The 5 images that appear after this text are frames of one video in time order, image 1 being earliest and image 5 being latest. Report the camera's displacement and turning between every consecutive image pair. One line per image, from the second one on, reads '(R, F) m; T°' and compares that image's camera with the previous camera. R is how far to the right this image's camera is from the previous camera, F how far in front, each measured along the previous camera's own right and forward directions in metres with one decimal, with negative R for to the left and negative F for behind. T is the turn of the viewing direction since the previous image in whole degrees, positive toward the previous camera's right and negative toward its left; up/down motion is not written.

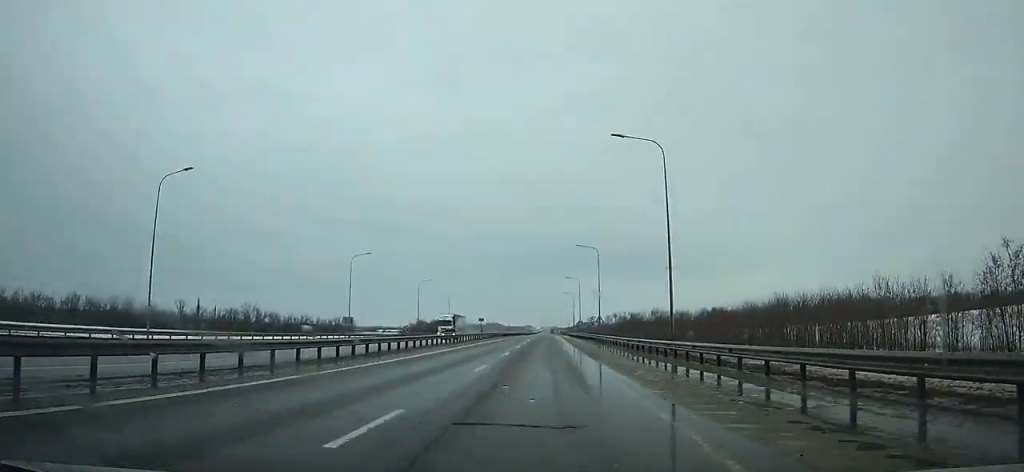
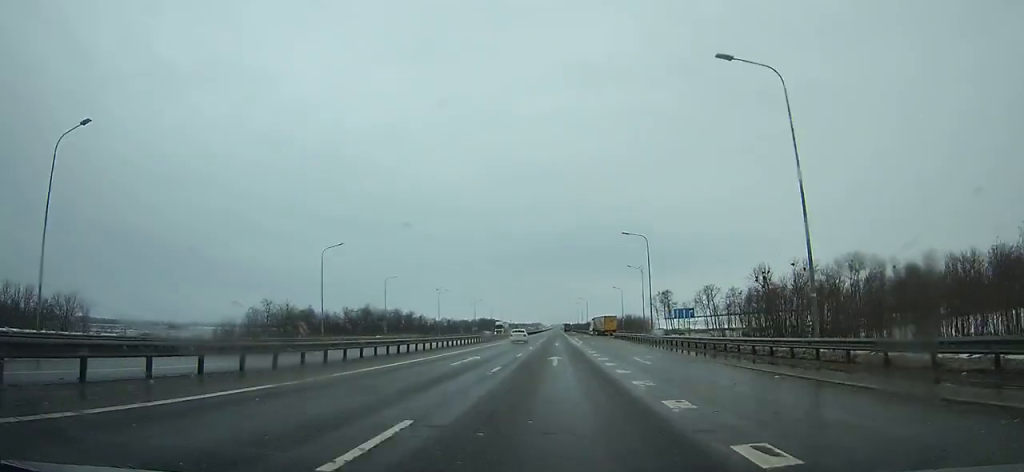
(-1.1, +220.1) m; 0°
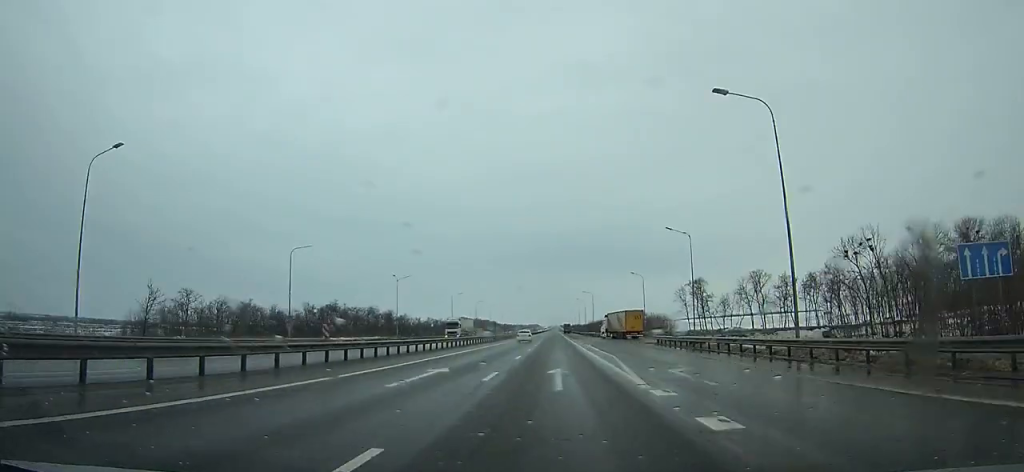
(+0.1, +39.0) m; 0°
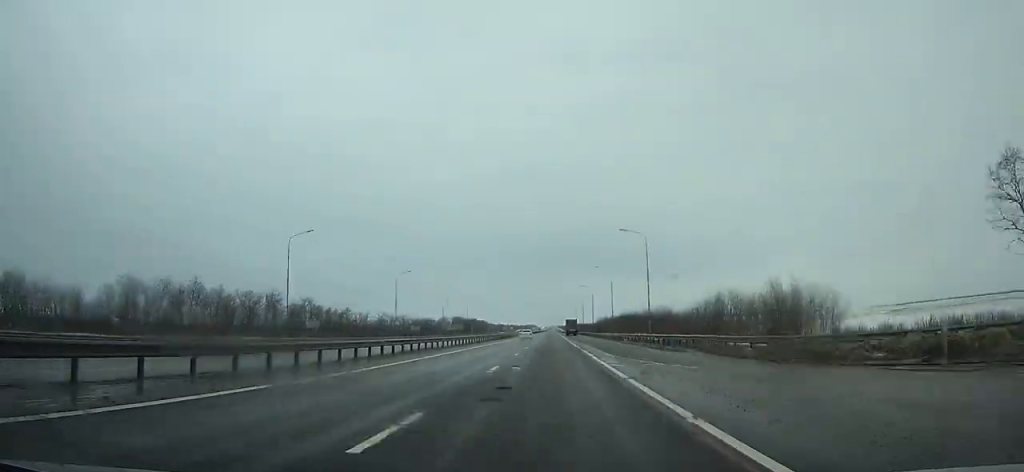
(+0.4, +92.6) m; 0°
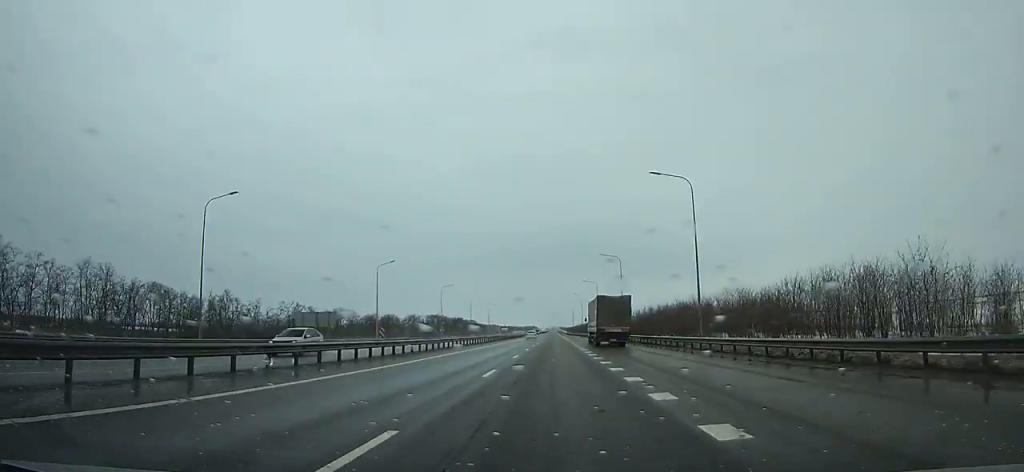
(-0.2, +98.5) m; 0°
